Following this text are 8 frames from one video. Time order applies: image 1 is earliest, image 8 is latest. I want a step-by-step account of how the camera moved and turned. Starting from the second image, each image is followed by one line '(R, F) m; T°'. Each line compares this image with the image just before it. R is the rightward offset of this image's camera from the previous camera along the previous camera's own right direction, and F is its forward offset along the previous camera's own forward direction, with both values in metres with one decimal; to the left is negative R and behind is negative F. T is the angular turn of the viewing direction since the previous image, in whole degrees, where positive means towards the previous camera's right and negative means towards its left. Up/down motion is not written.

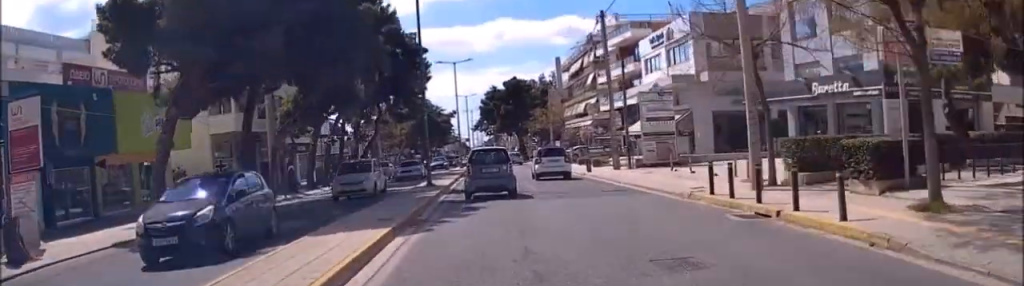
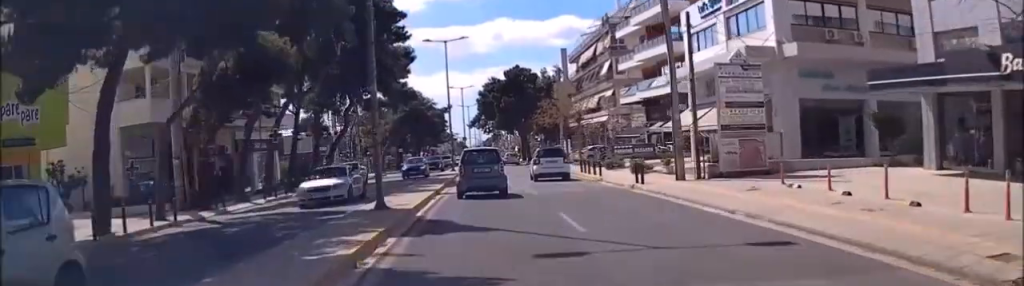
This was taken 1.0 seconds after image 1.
(+0.1, +11.6) m; +1°
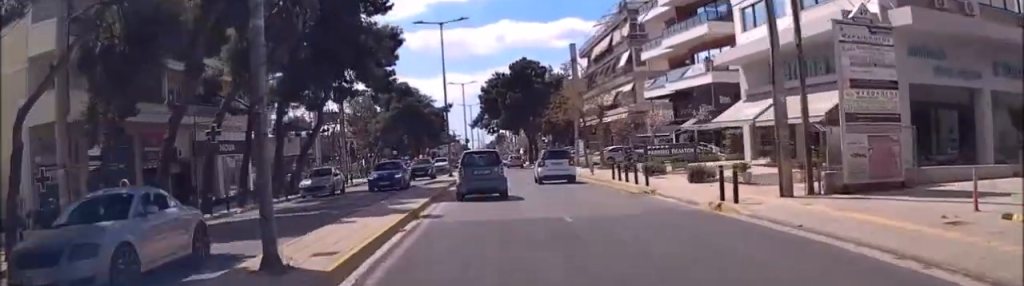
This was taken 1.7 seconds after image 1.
(0.0, +7.5) m; 0°
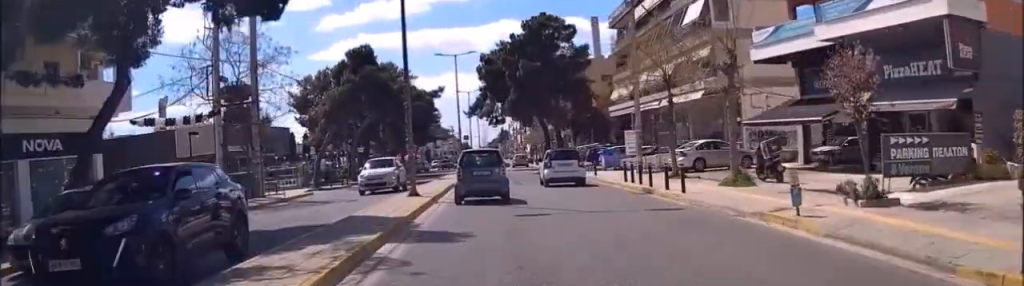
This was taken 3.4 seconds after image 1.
(0.0, +21.3) m; 0°
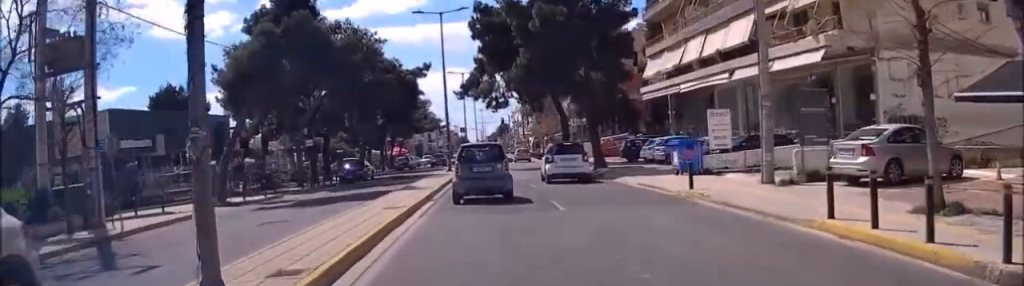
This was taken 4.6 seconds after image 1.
(0.0, +16.7) m; 0°
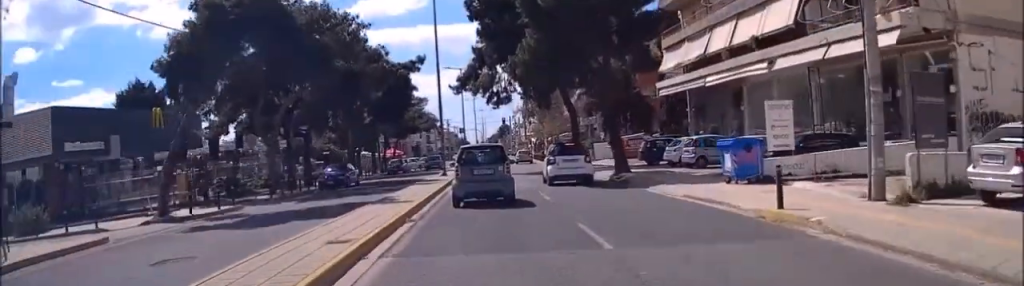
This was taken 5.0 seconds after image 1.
(0.0, +5.4) m; 0°
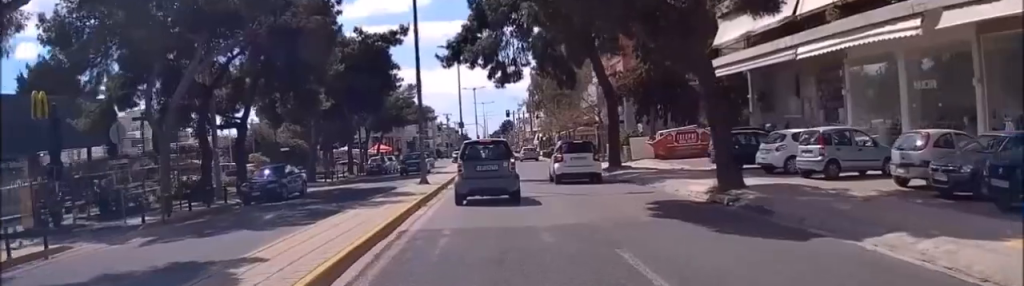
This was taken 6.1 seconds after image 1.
(-0.1, +12.4) m; 0°
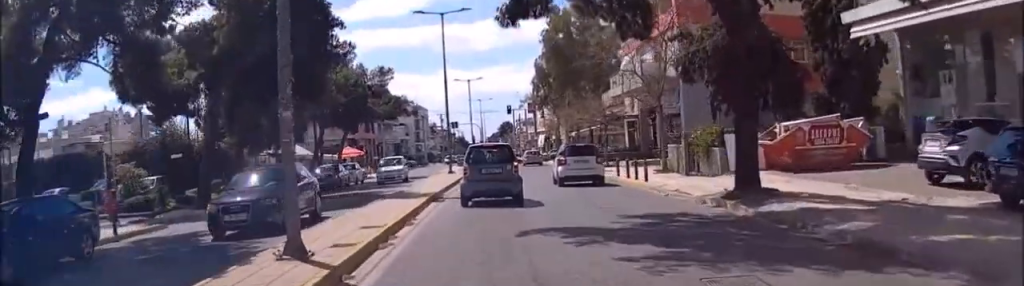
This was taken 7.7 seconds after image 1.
(+0.1, +16.6) m; 0°
